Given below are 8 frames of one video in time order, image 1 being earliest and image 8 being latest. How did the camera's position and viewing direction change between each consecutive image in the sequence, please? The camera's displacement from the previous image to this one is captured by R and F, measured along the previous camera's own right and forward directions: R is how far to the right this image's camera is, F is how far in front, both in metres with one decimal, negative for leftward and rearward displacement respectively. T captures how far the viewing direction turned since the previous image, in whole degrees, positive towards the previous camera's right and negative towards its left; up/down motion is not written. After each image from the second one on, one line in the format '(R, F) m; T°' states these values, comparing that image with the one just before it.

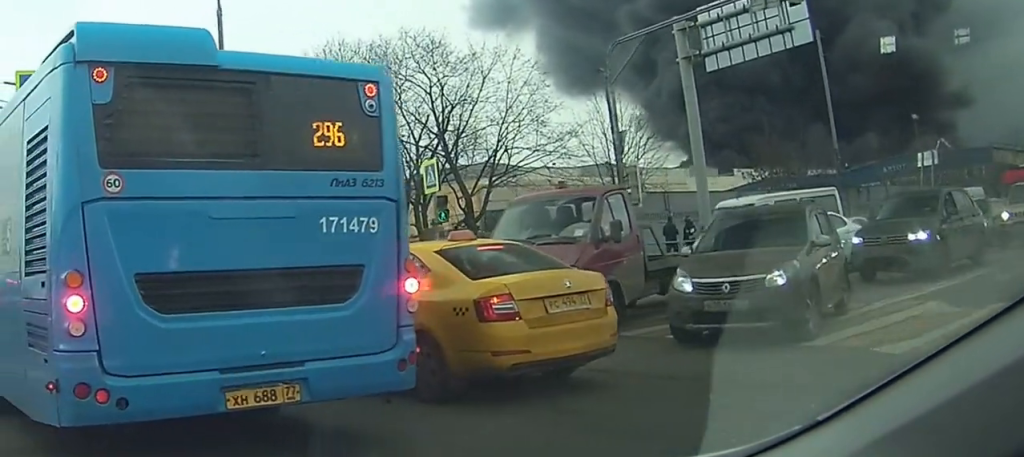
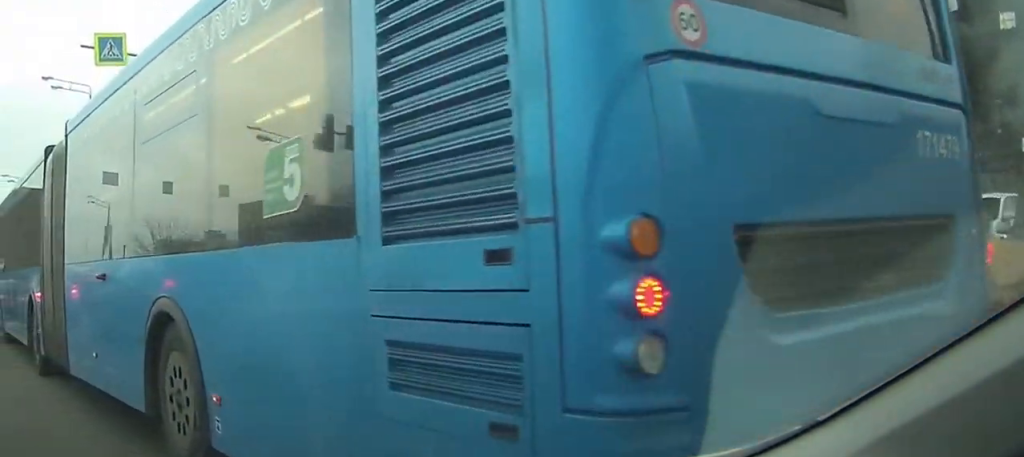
(+0.1, +3.1) m; +4°
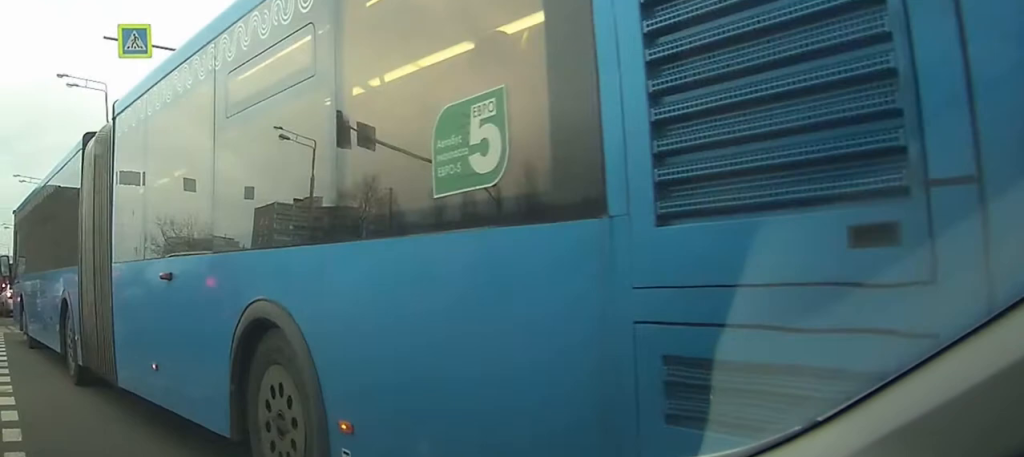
(0.0, +1.1) m; 0°
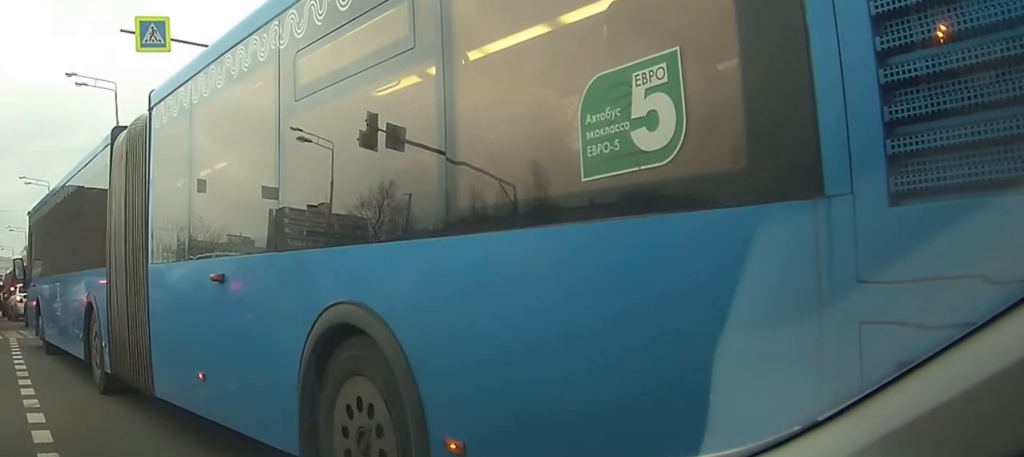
(0.0, +1.6) m; 0°
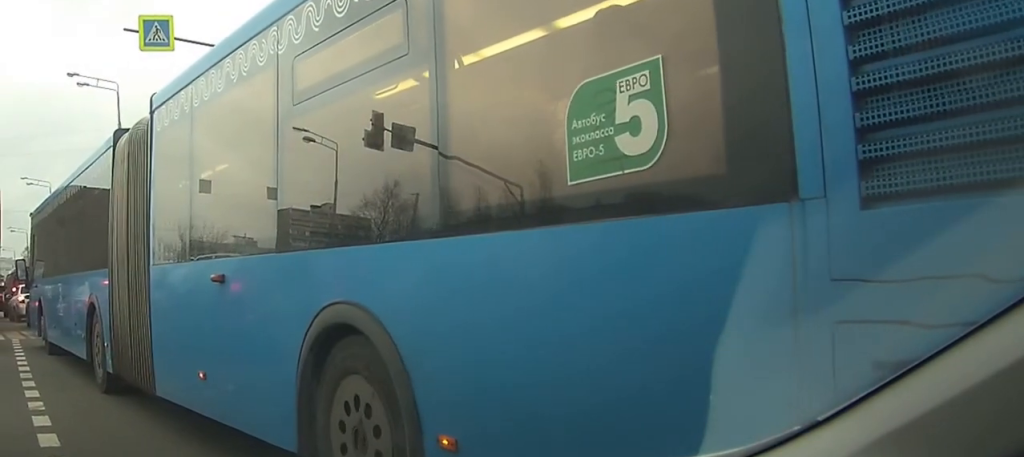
(0.0, +0.6) m; 0°
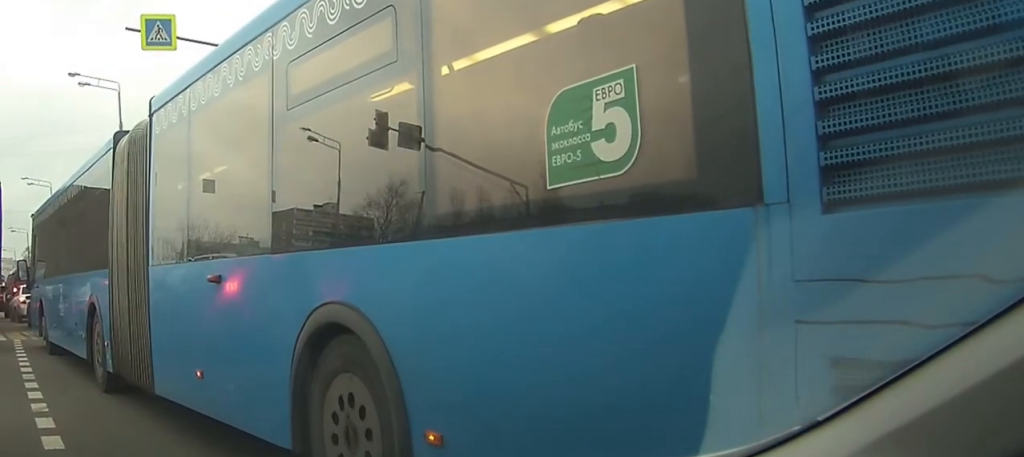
(0.0, +0.4) m; 0°
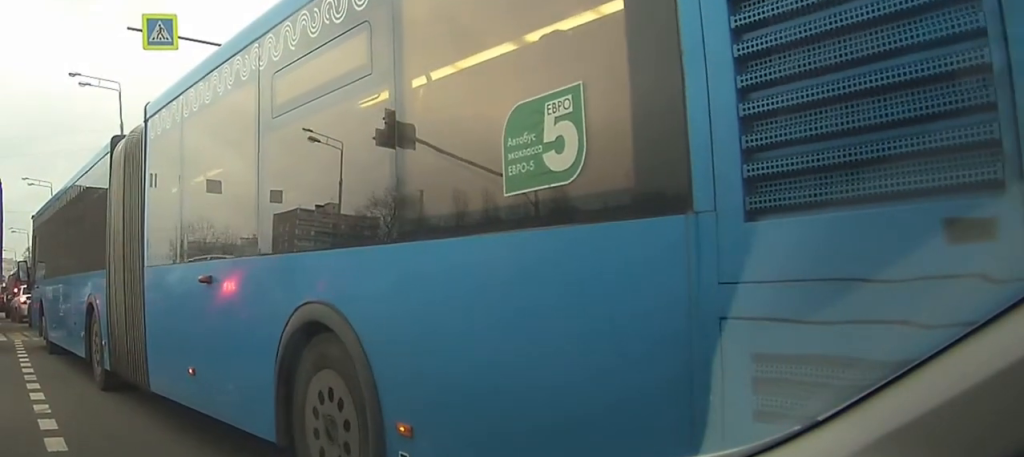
(0.0, +0.5) m; 0°
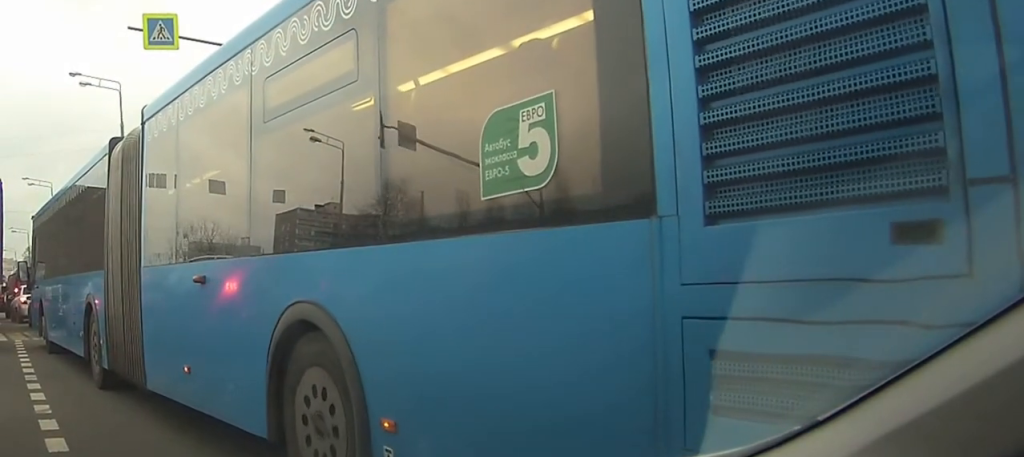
(0.0, +0.2) m; 0°
